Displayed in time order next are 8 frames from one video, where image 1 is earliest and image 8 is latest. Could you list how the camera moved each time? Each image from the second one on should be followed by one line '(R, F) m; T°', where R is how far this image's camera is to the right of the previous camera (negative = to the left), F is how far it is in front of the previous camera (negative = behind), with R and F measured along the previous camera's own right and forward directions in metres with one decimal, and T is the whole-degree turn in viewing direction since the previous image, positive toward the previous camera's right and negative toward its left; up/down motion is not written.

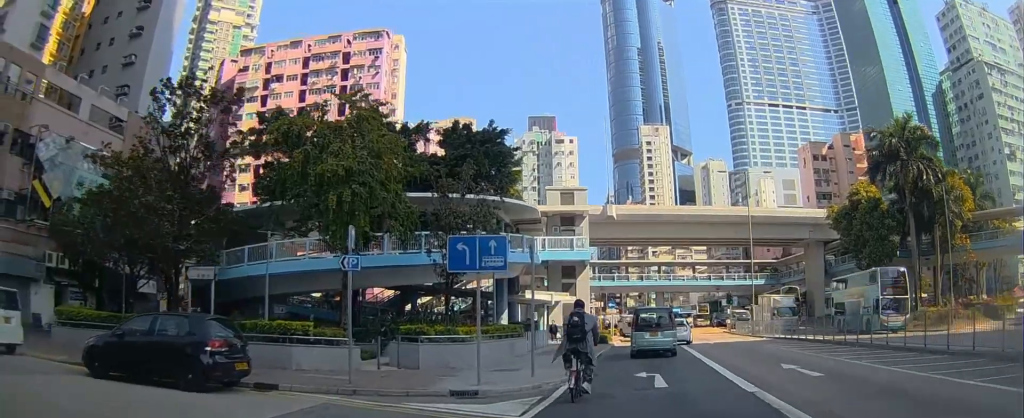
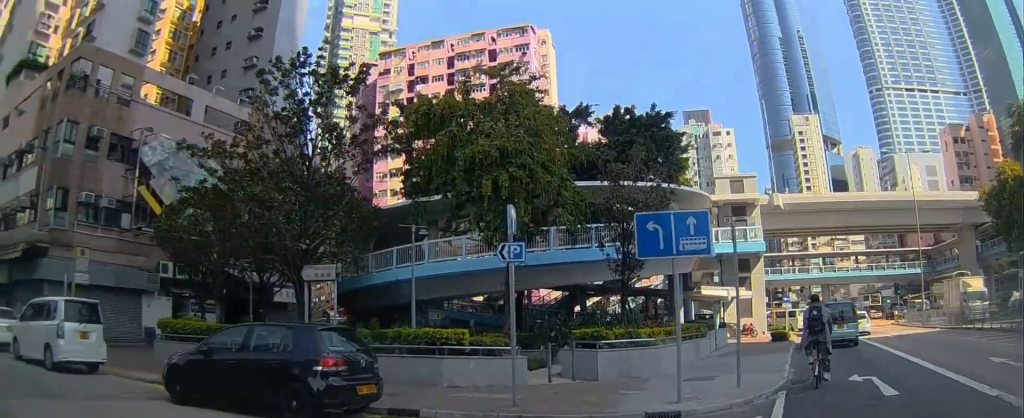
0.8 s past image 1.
(-0.6, +3.0) m; -16°
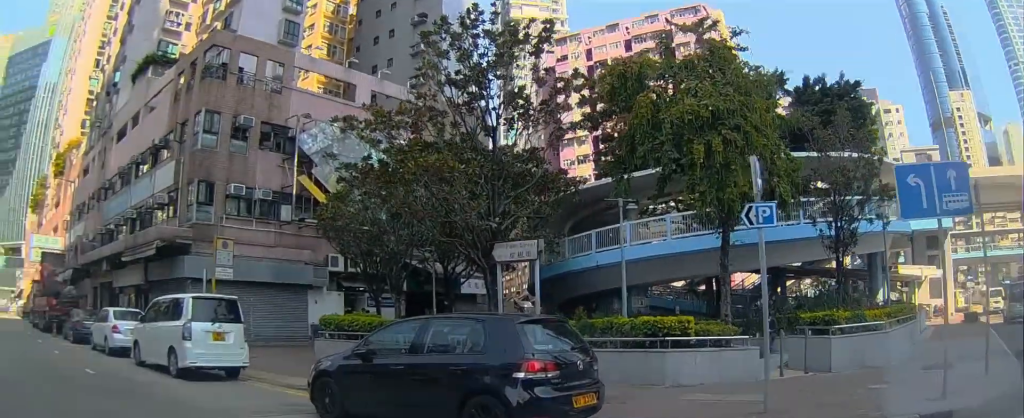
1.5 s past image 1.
(-0.3, +2.6) m; -9°
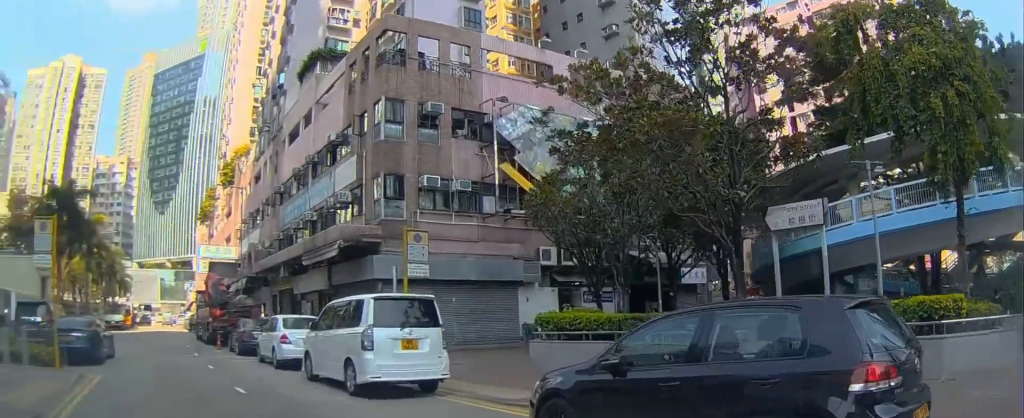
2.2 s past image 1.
(+0.1, +2.6) m; -6°
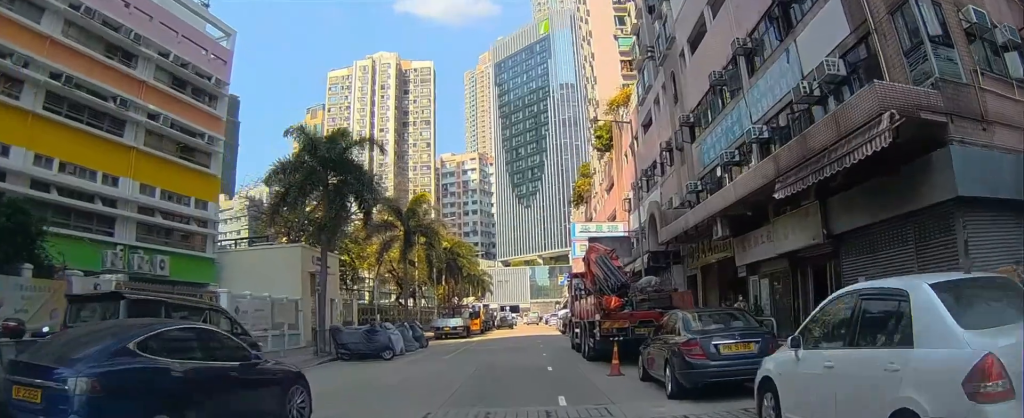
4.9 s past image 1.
(-5.5, +9.5) m; -41°
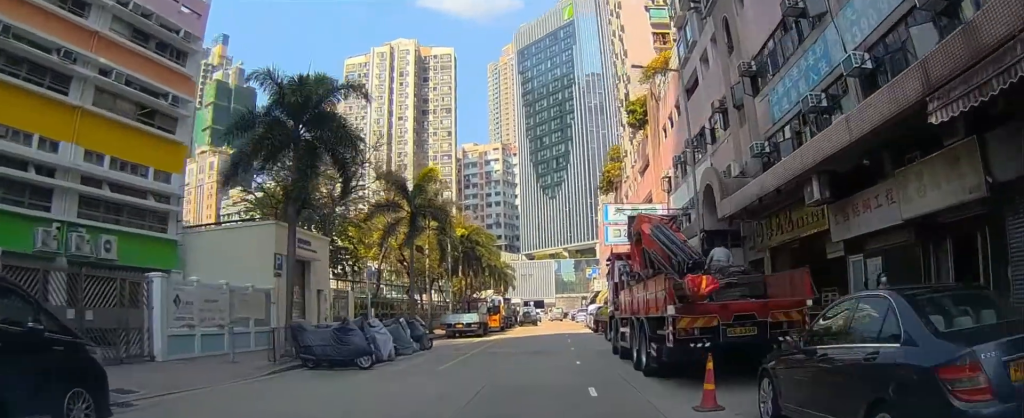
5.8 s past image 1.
(+0.2, +4.8) m; +3°
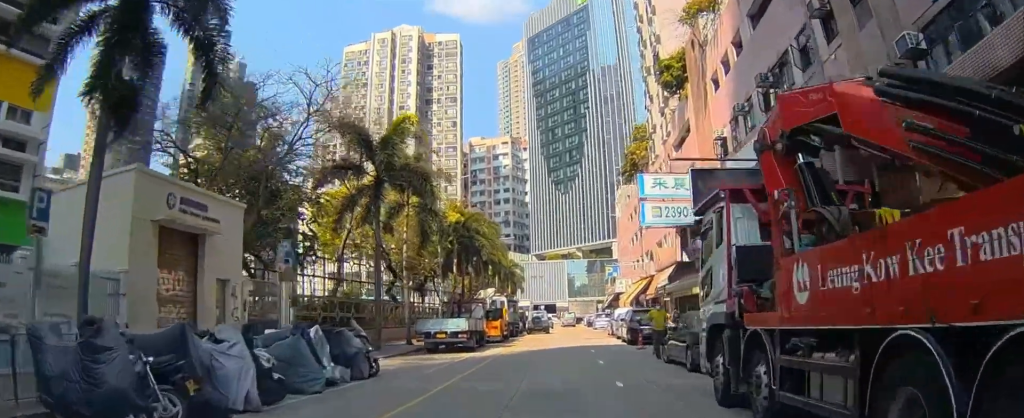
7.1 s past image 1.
(-0.2, +9.5) m; +1°
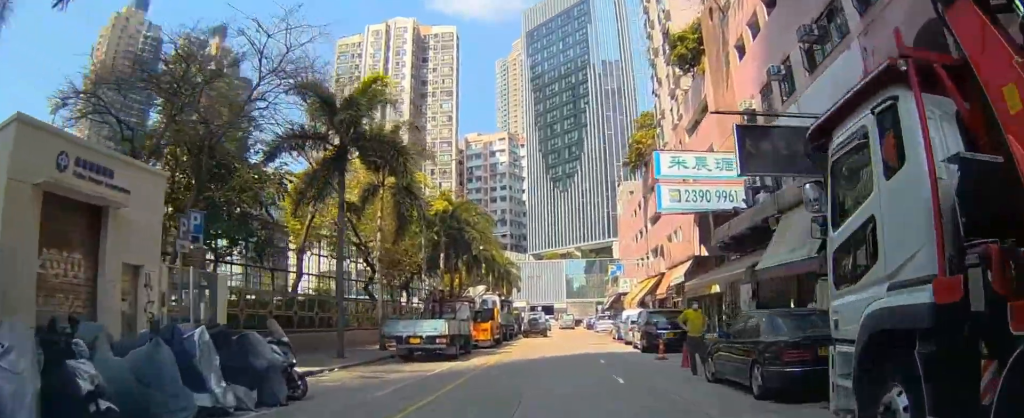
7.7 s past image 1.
(+0.2, +4.7) m; 0°
